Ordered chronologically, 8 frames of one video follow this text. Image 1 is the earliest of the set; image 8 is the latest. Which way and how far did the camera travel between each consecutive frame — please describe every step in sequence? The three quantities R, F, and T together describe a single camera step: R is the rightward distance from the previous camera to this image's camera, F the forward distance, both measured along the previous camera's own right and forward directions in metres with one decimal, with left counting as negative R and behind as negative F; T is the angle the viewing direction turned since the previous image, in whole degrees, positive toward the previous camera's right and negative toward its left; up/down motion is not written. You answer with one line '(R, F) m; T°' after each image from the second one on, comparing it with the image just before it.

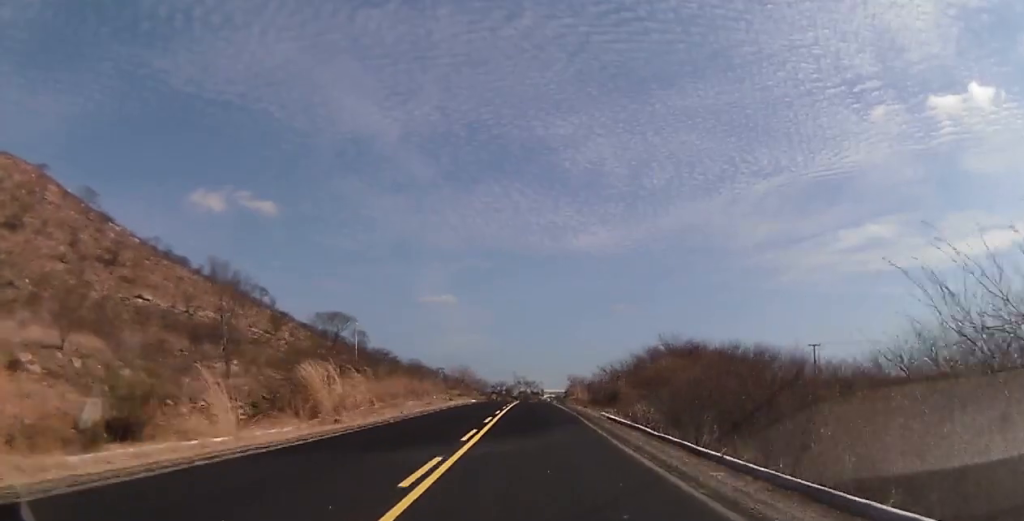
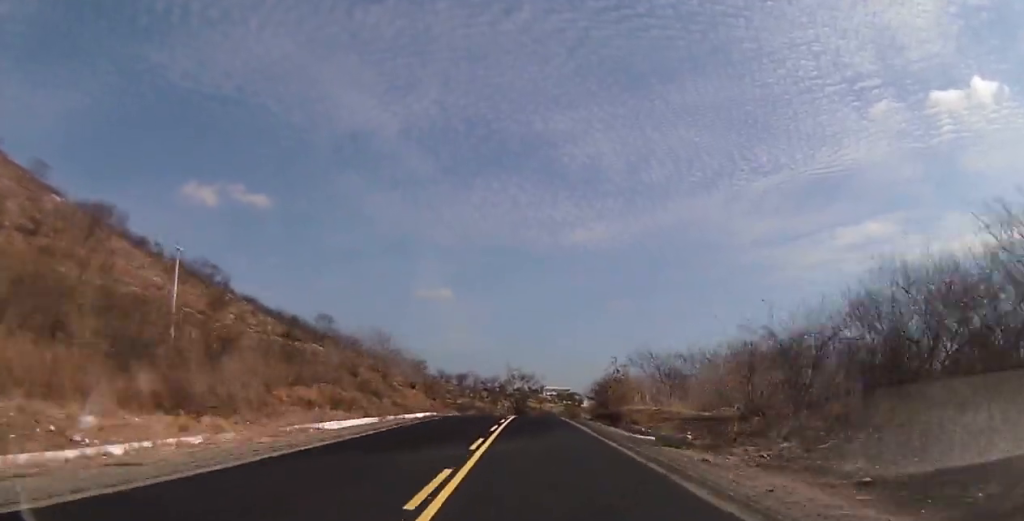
(-0.2, +59.6) m; 0°
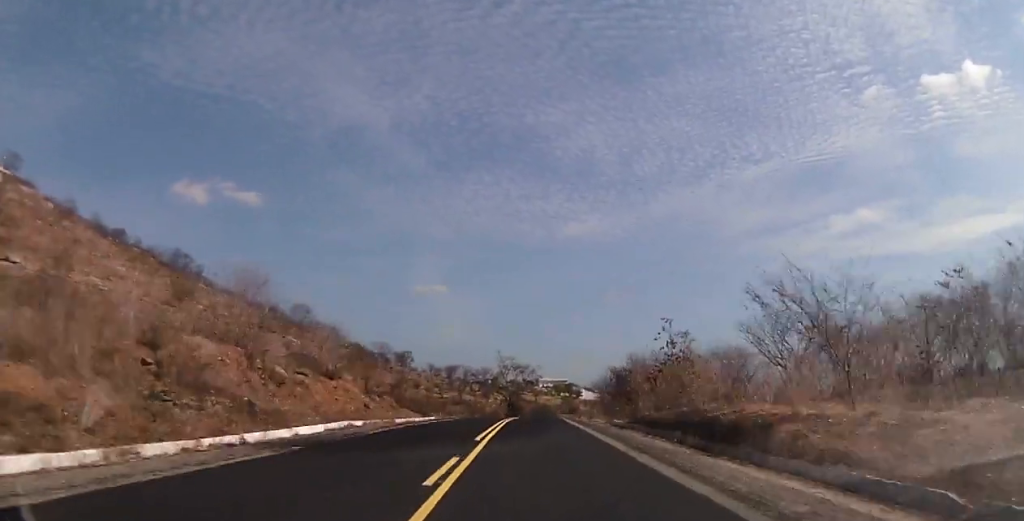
(+0.1, +21.6) m; 0°
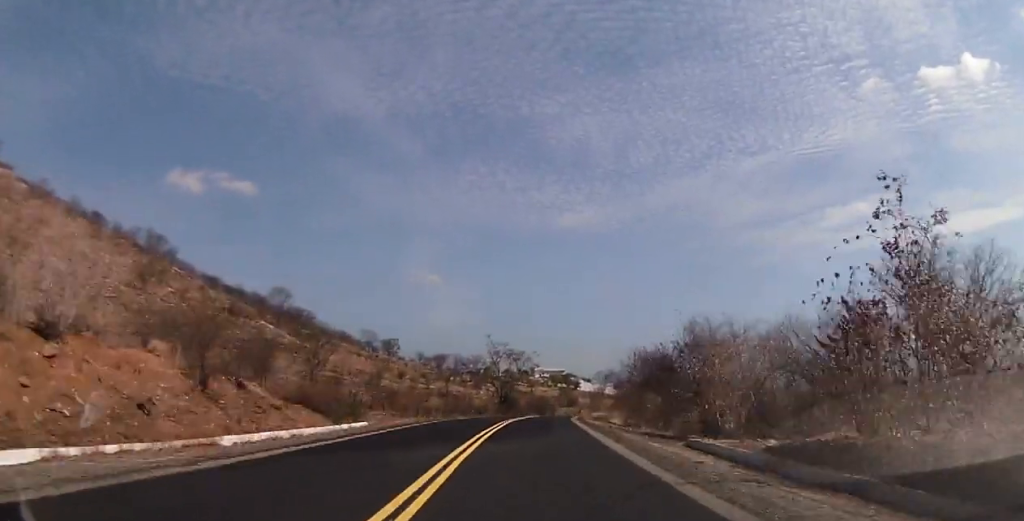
(0.0, +20.5) m; 0°
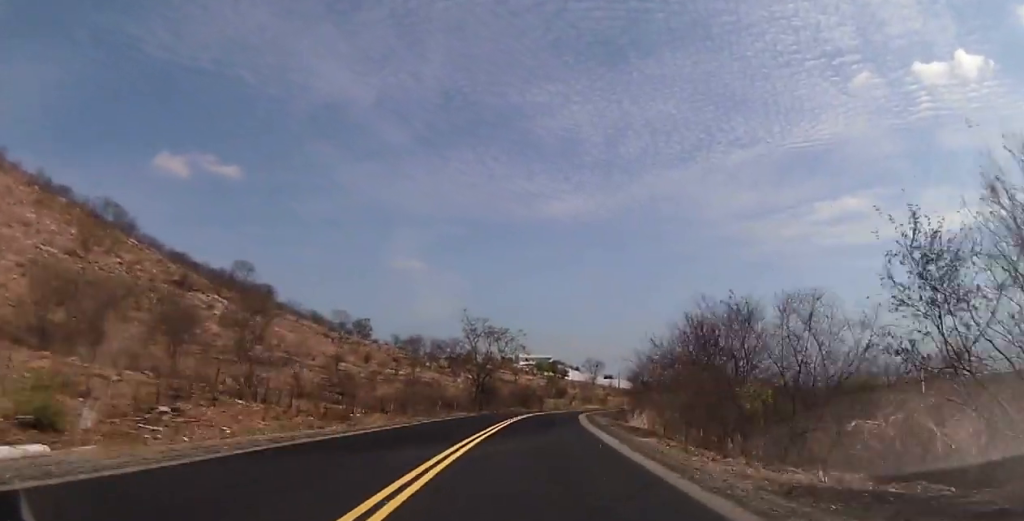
(0.0, +24.1) m; 0°
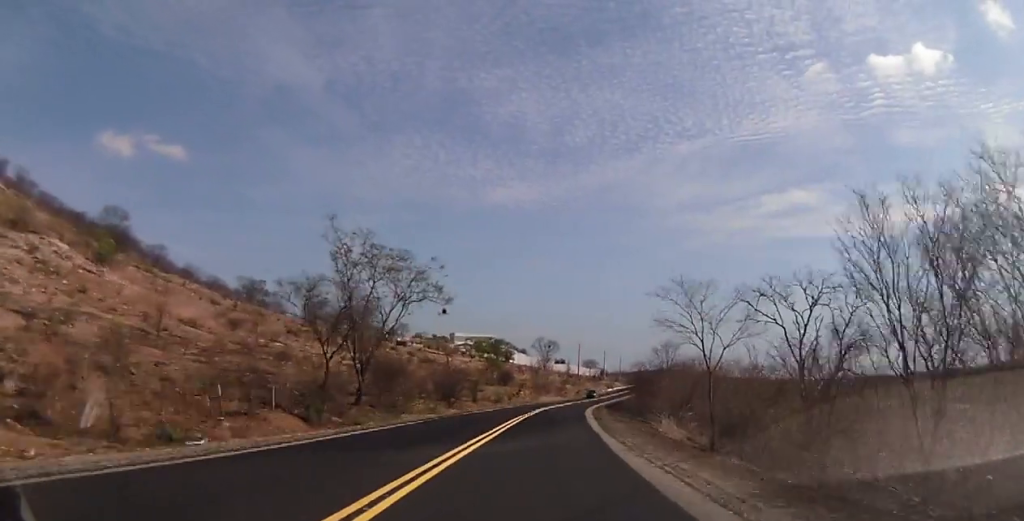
(+0.7, +50.6) m; +2°
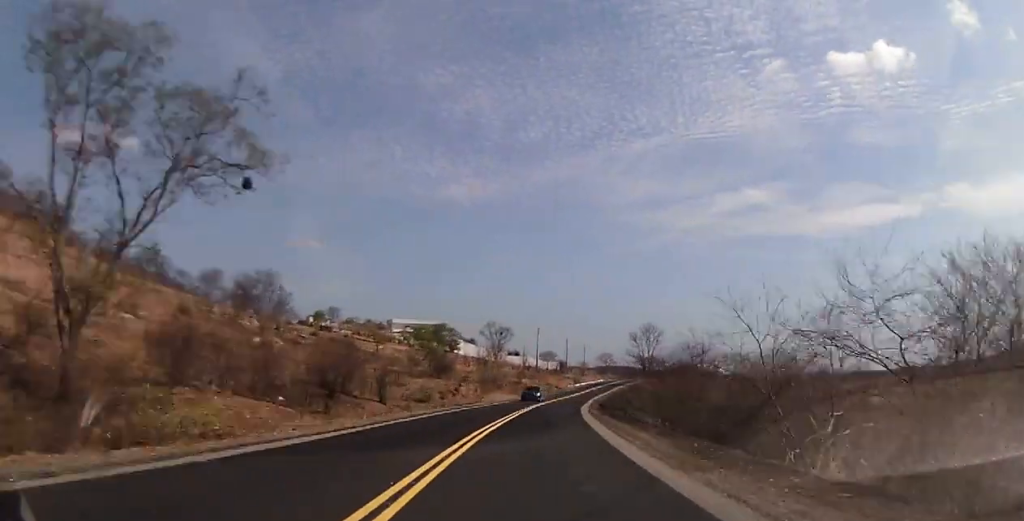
(+1.0, +34.4) m; +3°
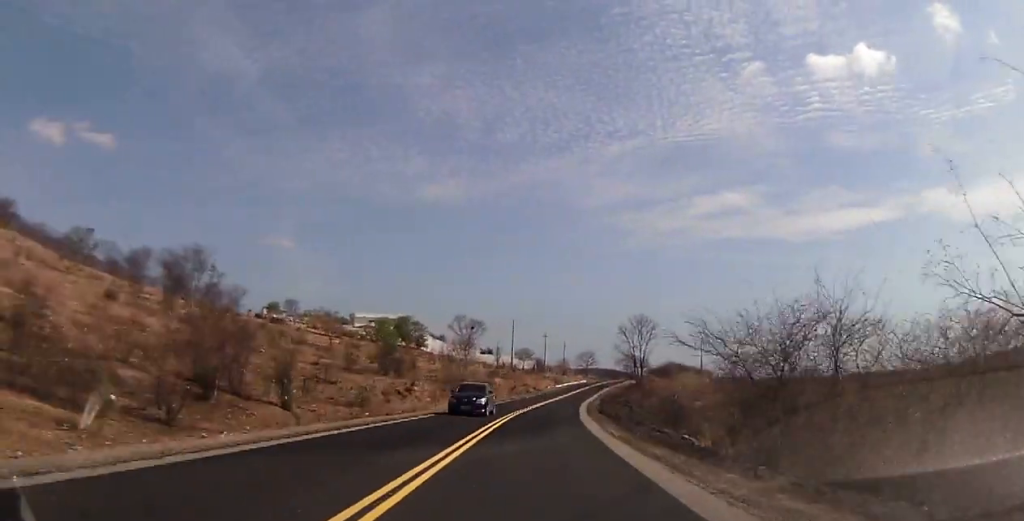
(+0.3, +18.3) m; +2°
